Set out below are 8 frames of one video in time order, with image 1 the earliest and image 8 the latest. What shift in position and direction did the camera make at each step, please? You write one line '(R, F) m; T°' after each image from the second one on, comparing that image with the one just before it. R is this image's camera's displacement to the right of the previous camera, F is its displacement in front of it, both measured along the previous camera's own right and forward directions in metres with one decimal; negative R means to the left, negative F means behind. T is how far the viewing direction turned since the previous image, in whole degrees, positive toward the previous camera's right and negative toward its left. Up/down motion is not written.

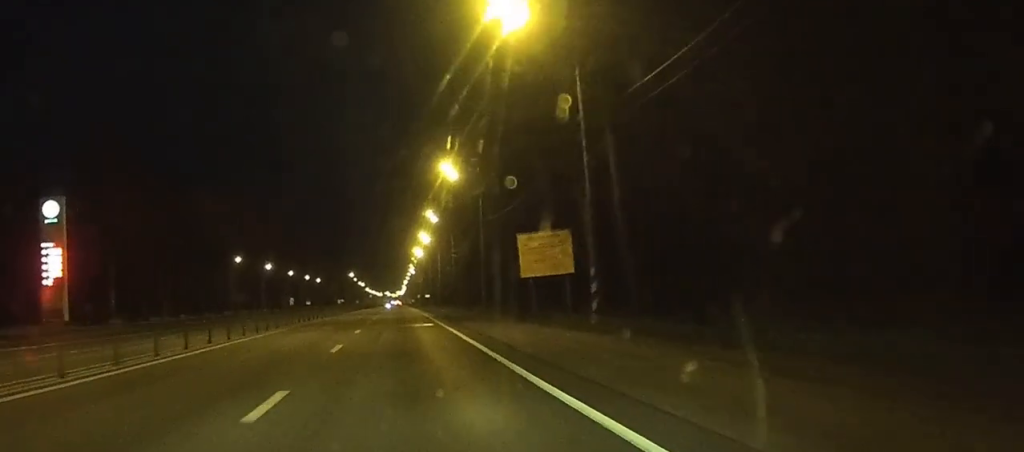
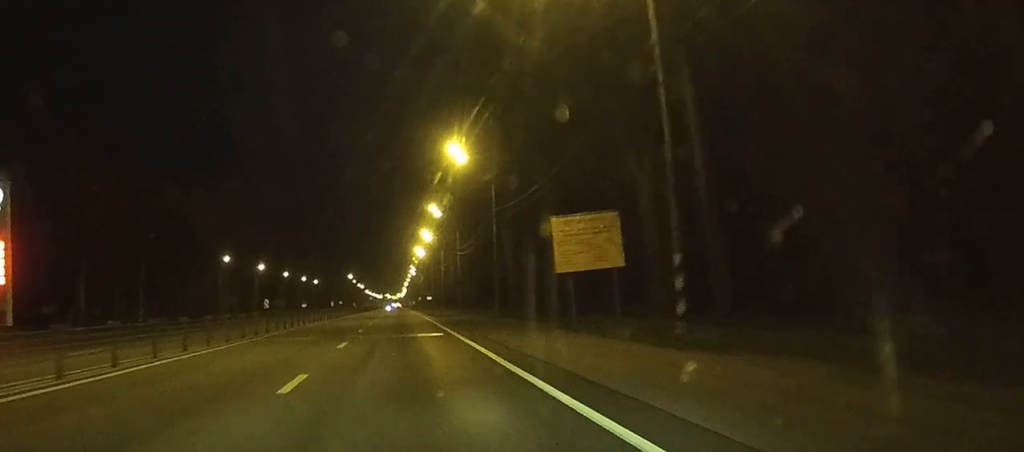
(0.0, +9.0) m; 0°
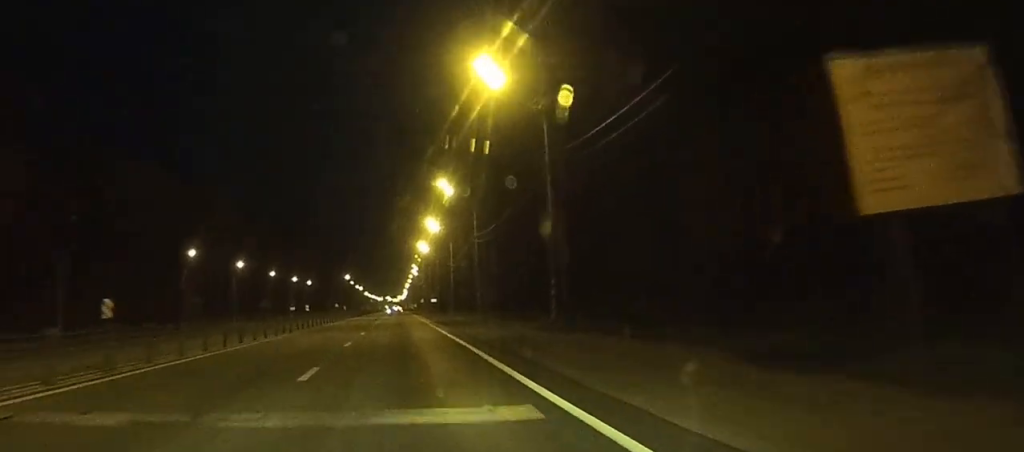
(0.0, +21.1) m; 0°
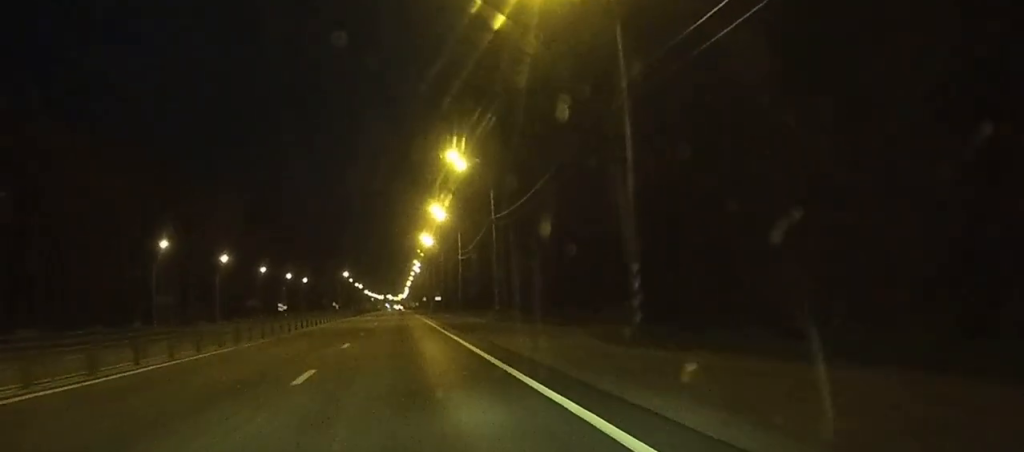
(0.0, +12.9) m; 0°
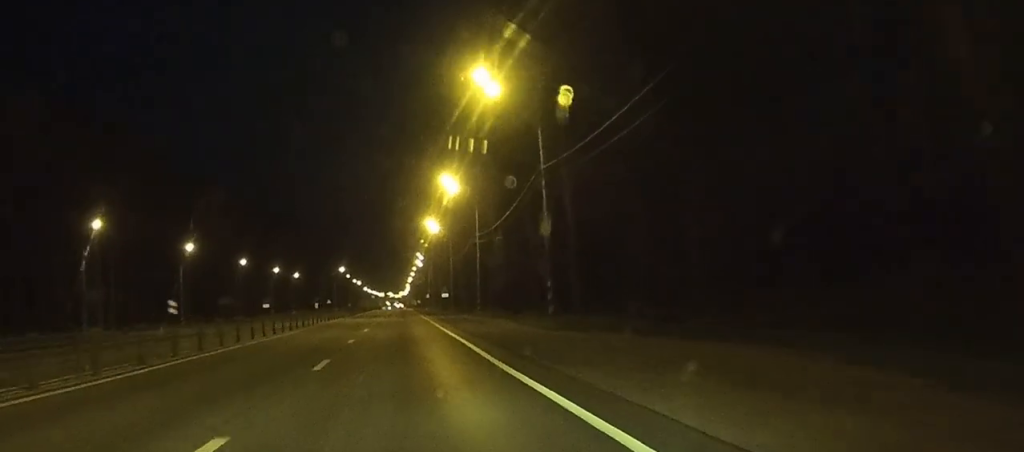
(0.0, +20.6) m; 0°
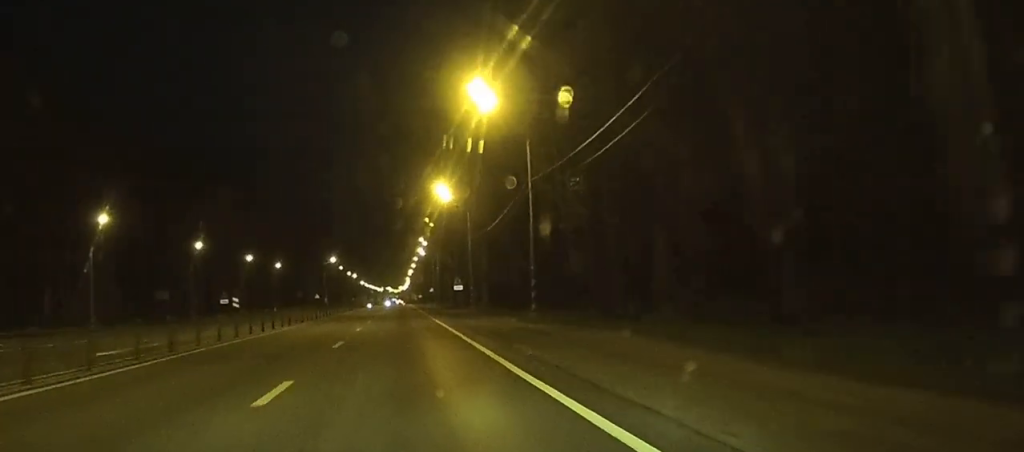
(0.0, +30.0) m; 0°
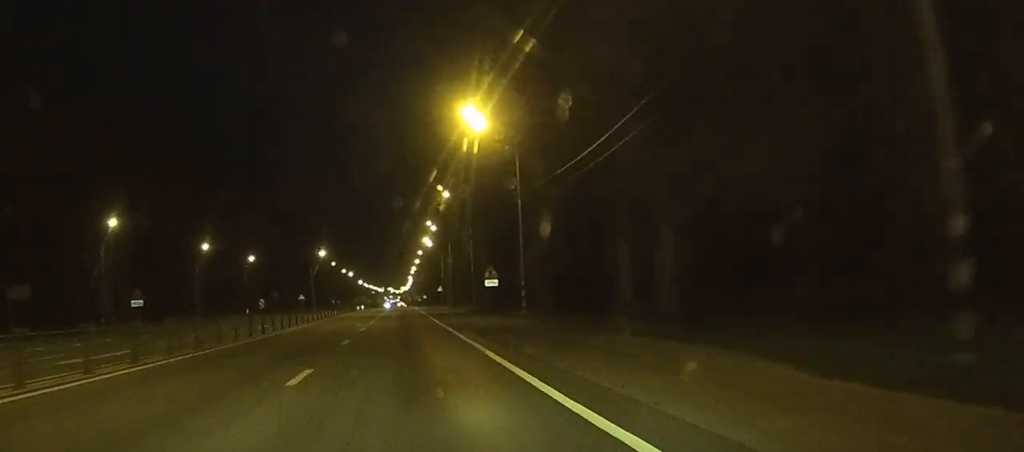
(-0.1, +33.3) m; 0°
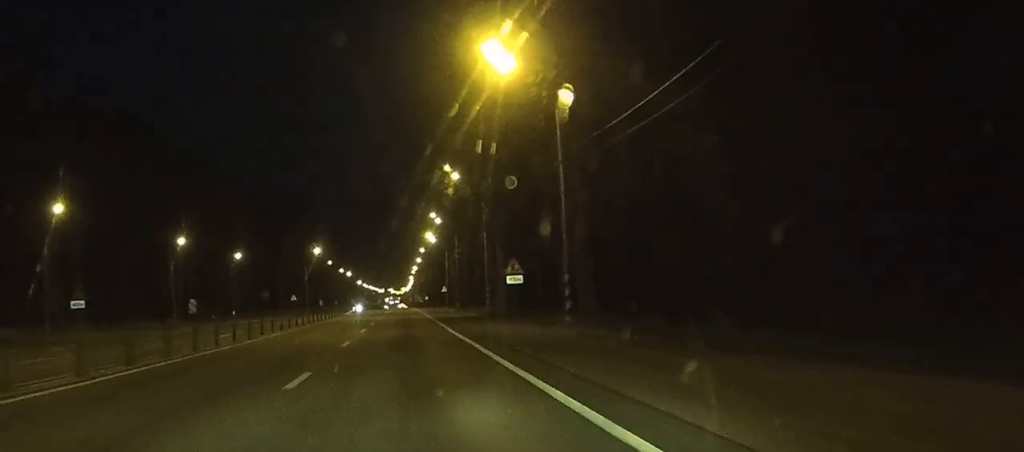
(0.0, +12.4) m; 0°
